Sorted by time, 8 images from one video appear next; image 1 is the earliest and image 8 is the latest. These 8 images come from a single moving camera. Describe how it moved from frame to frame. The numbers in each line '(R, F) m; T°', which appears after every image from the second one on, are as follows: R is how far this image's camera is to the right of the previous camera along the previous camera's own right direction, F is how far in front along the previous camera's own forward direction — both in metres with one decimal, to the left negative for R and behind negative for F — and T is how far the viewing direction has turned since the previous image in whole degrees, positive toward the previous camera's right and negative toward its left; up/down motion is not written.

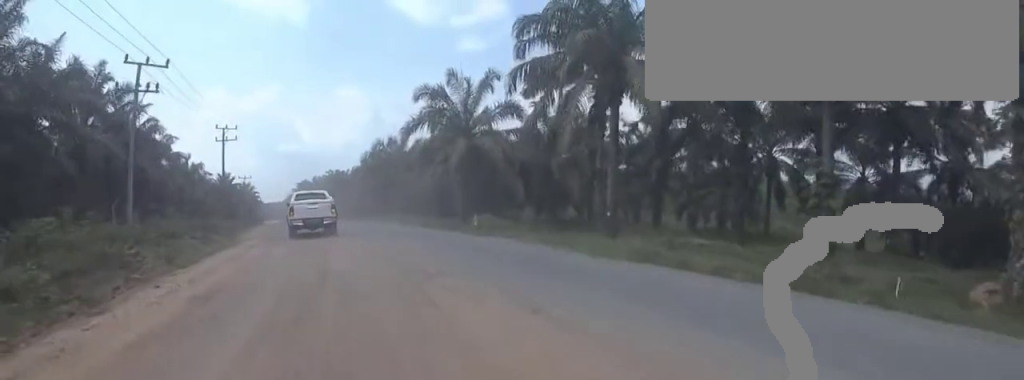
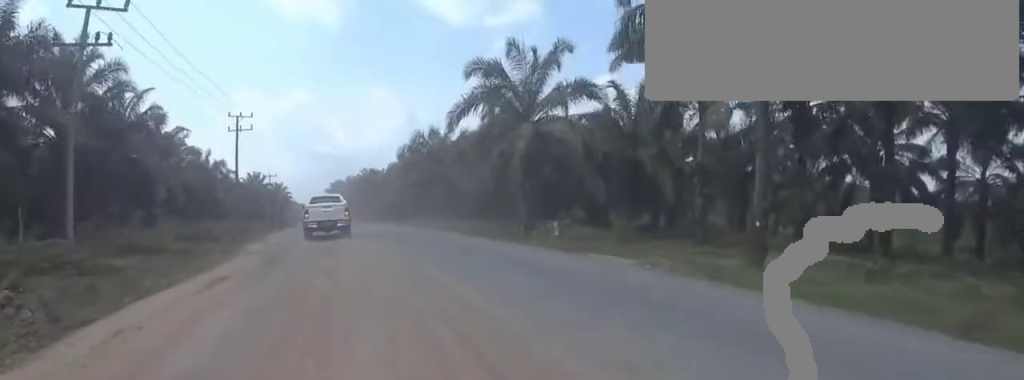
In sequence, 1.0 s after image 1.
(-0.5, +7.1) m; +2°
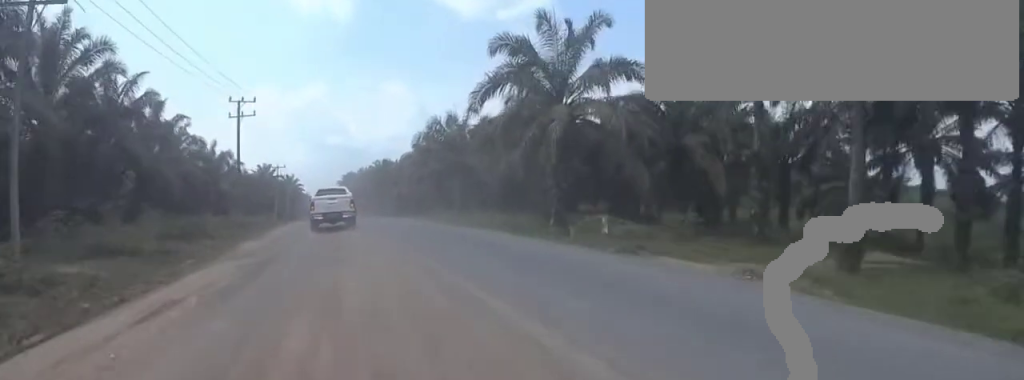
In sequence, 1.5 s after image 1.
(-0.1, +3.0) m; +3°
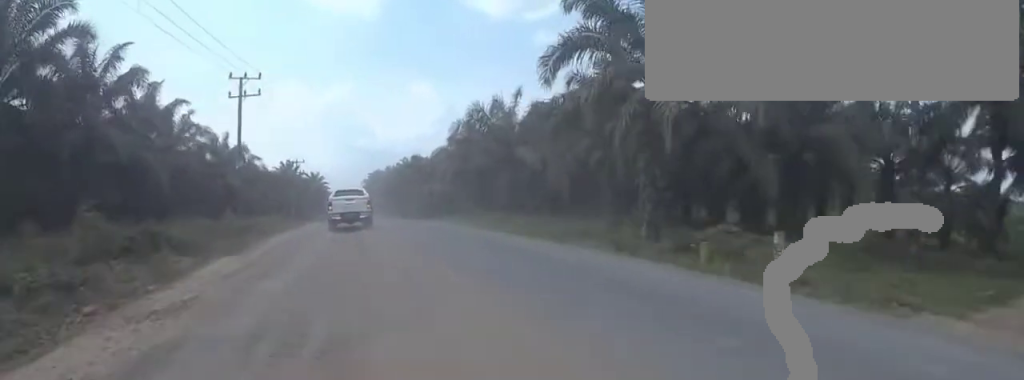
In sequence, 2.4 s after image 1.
(+0.8, +6.6) m; -1°
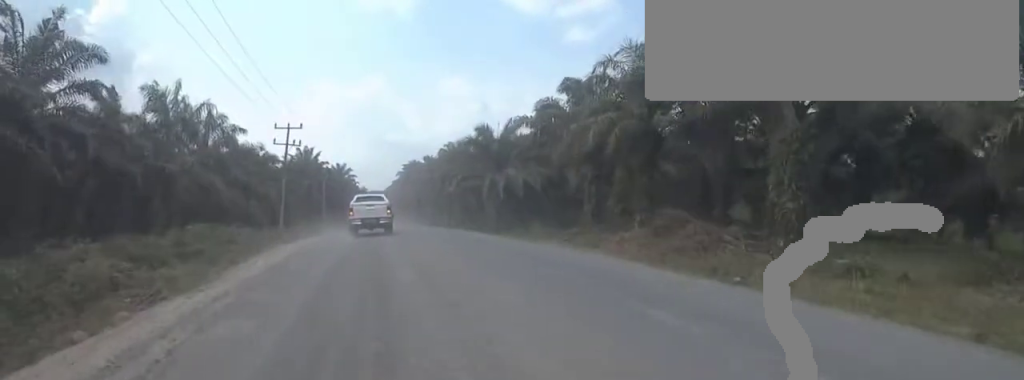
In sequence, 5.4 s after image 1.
(-4.0, +23.8) m; -10°
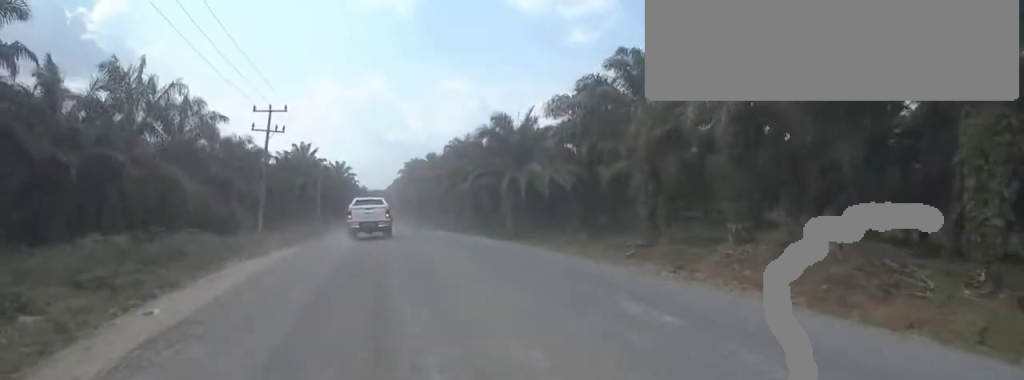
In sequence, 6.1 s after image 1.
(0.0, +6.2) m; 0°
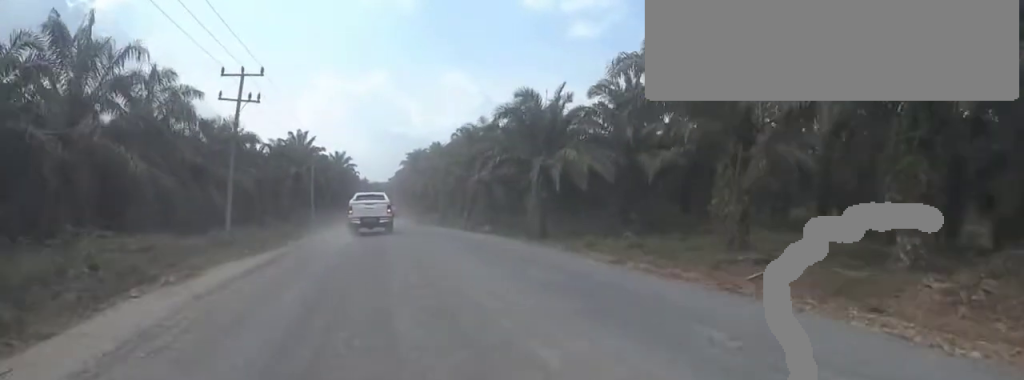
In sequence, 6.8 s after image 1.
(0.0, +6.1) m; 0°
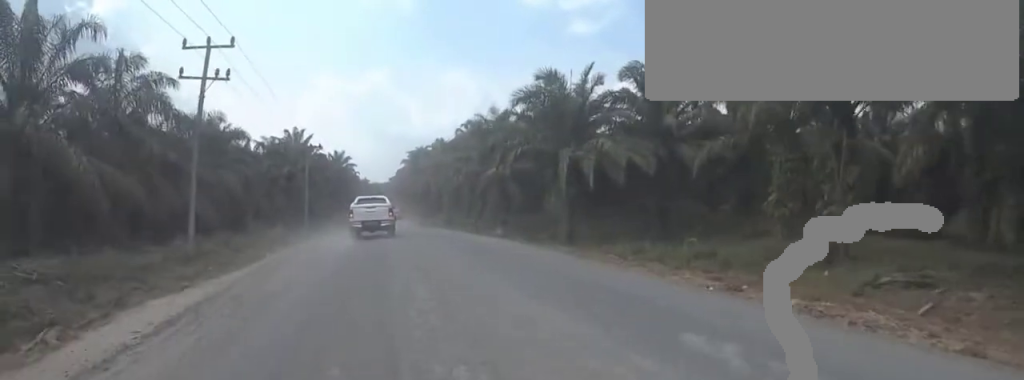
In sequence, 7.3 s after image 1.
(0.0, +4.4) m; 0°
